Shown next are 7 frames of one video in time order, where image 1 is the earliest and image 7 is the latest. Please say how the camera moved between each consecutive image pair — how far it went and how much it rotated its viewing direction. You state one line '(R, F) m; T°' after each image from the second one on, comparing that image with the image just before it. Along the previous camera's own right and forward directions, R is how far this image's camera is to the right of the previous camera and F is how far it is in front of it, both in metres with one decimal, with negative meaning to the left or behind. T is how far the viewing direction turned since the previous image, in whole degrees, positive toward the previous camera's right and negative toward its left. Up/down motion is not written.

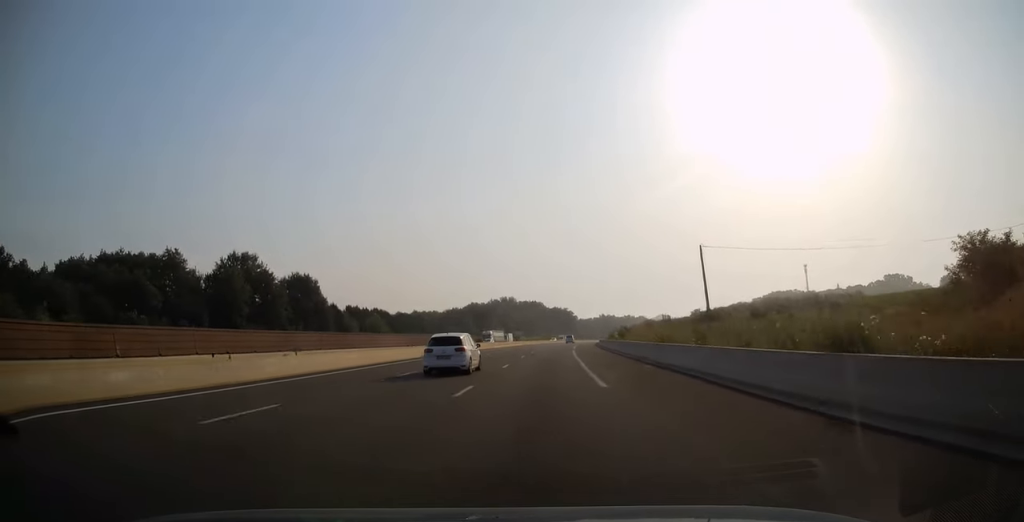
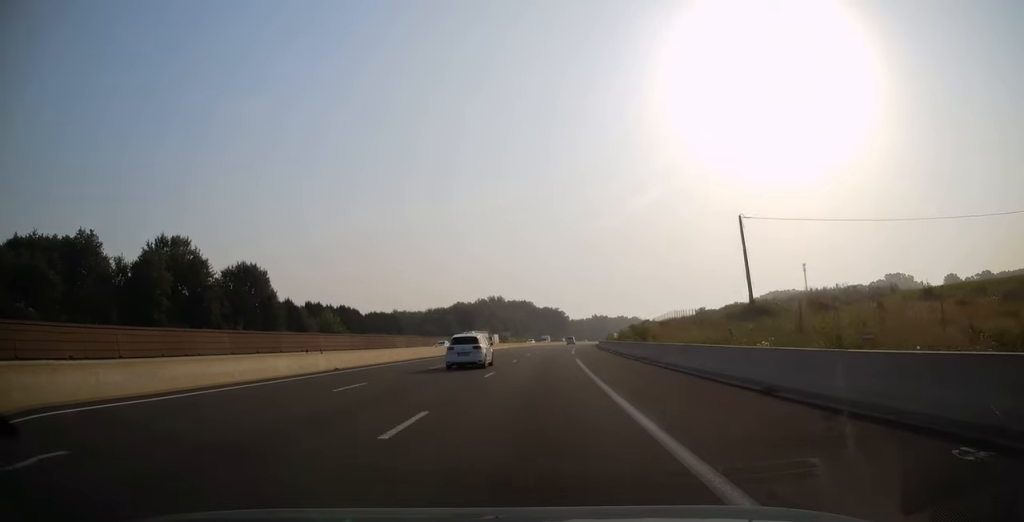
(+0.1, +19.2) m; +1°
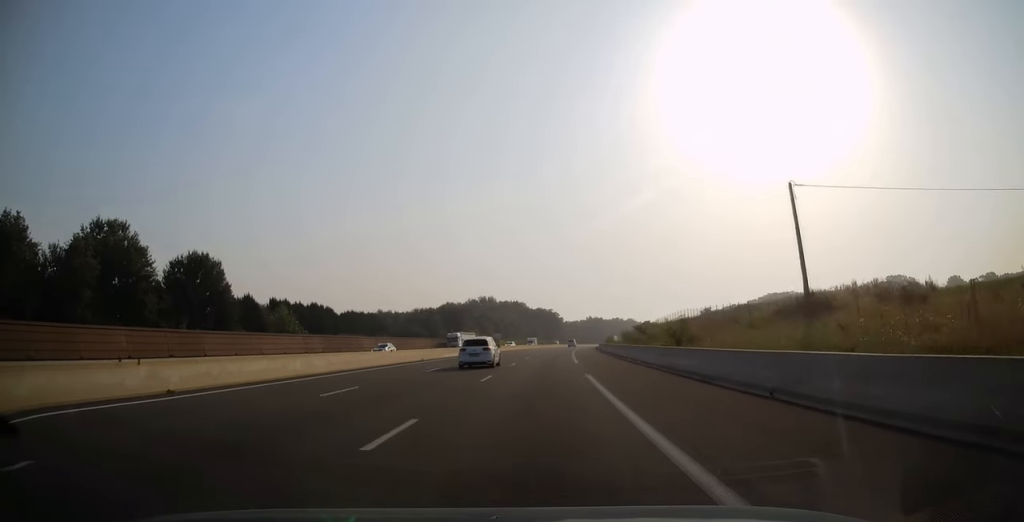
(0.0, +13.8) m; +1°
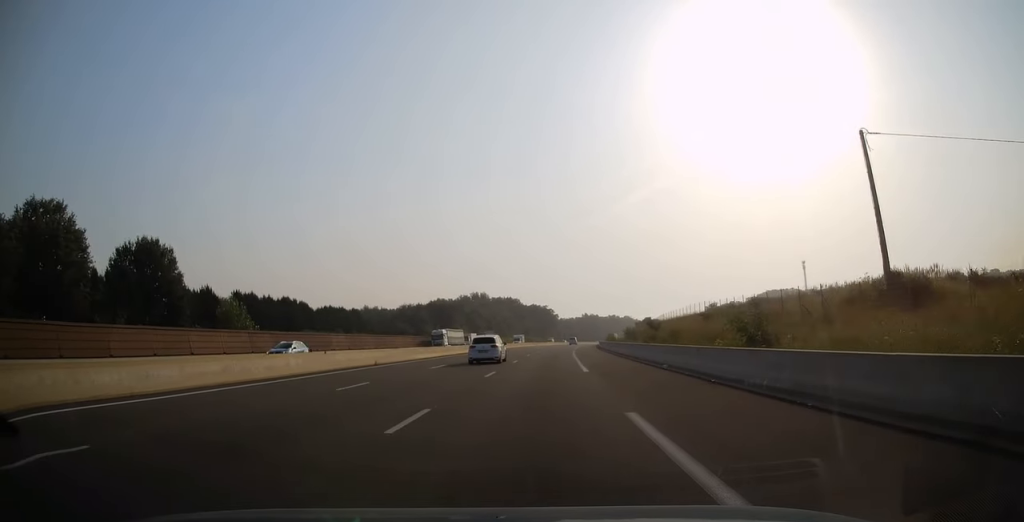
(+0.1, +11.7) m; 0°
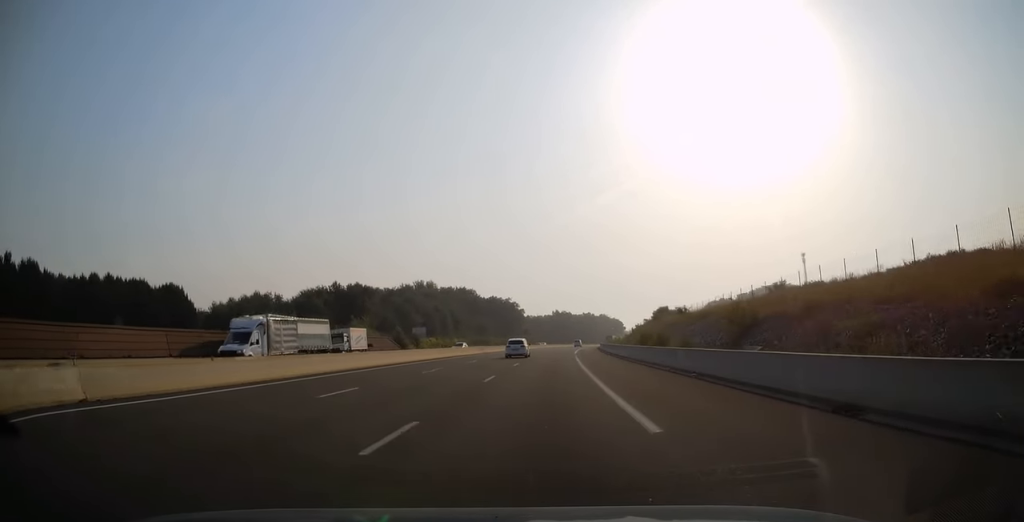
(+2.1, +66.5) m; +3°
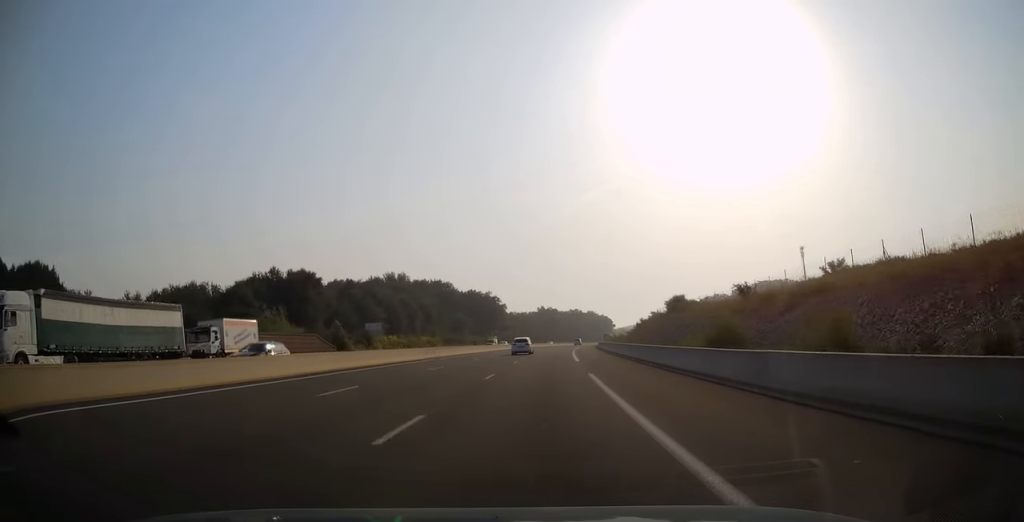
(0.0, +25.6) m; +1°
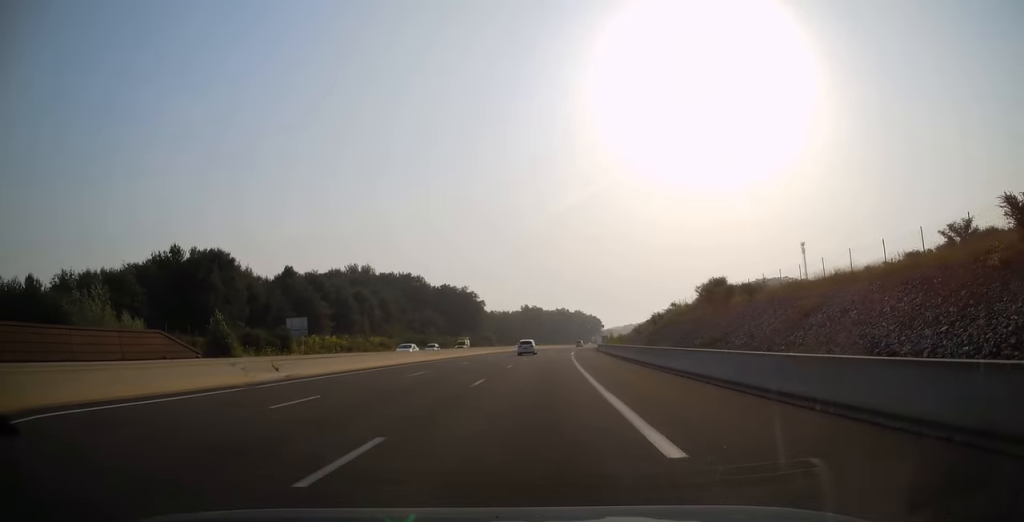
(+0.3, +28.6) m; +2°
